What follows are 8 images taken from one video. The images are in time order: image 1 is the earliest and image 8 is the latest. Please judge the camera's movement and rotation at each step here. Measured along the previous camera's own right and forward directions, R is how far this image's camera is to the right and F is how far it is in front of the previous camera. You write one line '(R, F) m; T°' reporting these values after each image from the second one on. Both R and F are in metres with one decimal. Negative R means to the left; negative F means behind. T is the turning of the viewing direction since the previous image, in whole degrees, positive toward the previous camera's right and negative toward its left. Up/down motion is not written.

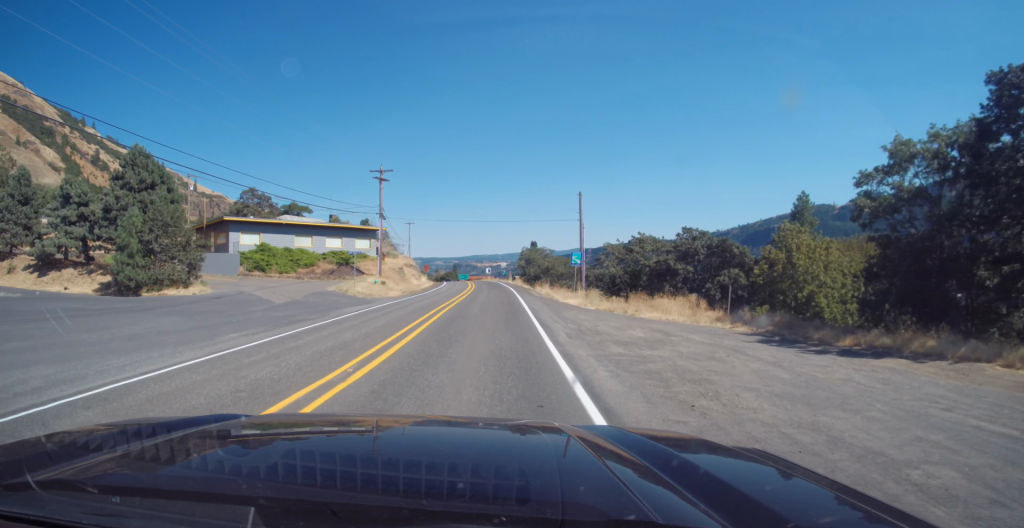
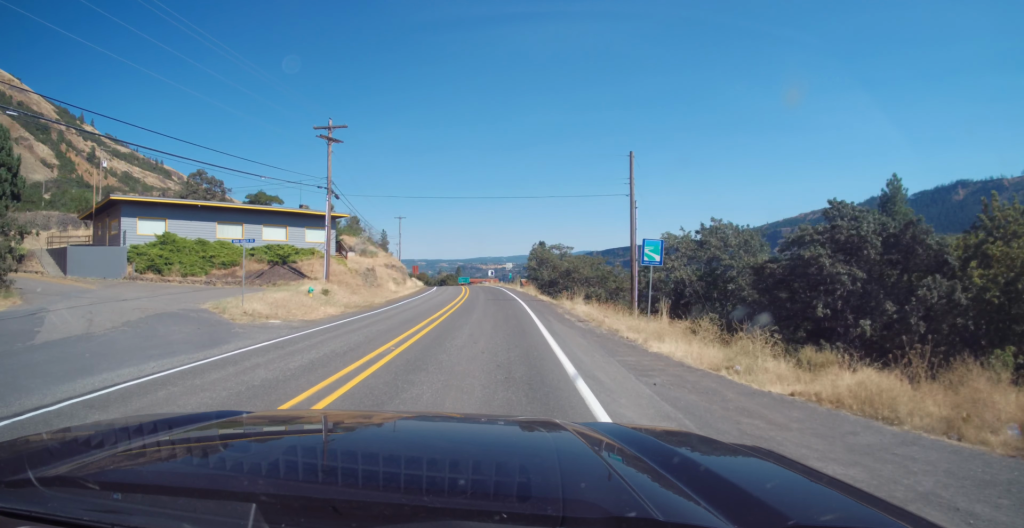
(-0.3, +20.9) m; -1°
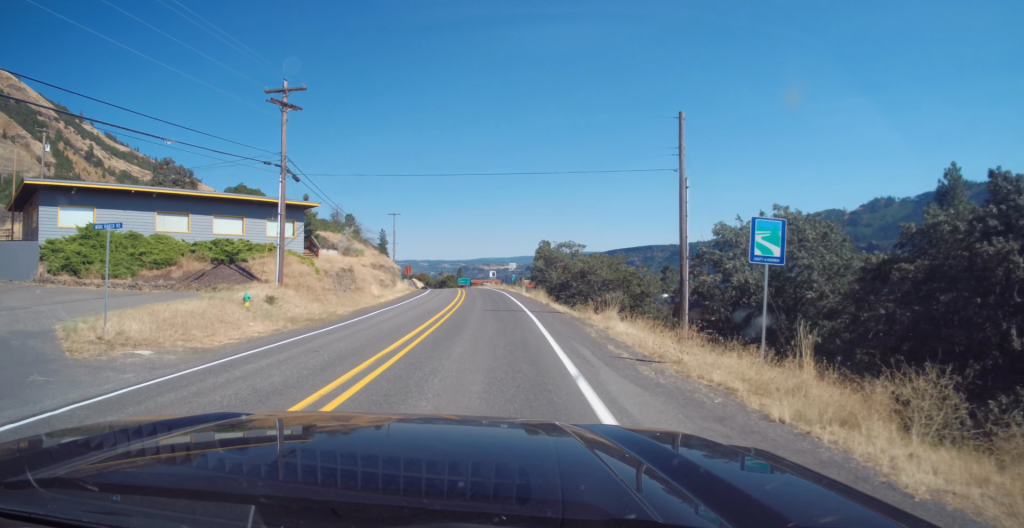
(+0.1, +9.6) m; 0°
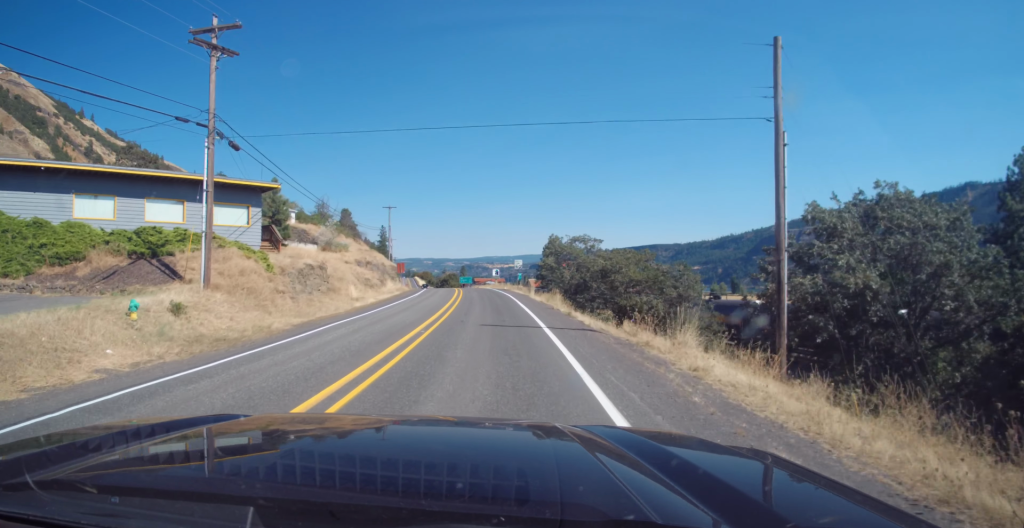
(0.0, +9.3) m; -1°
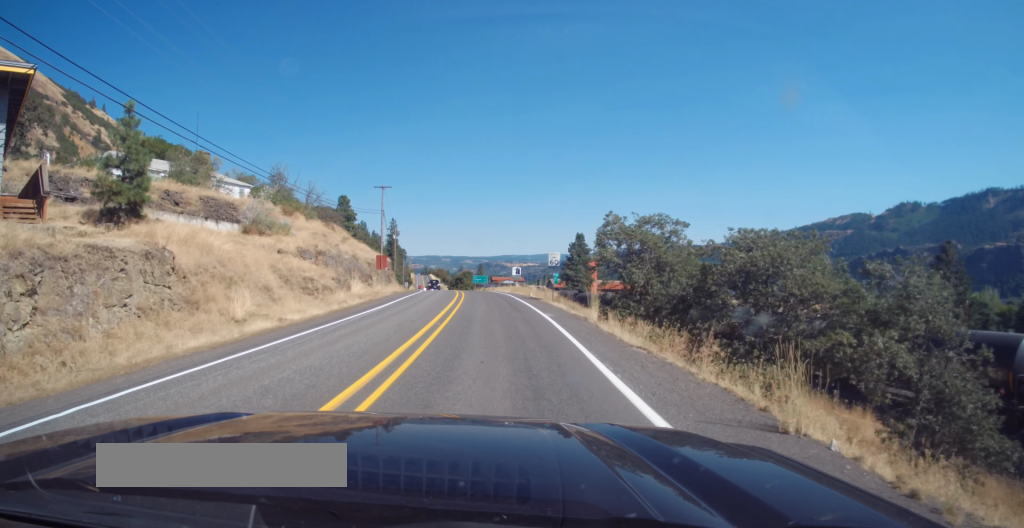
(-0.3, +22.8) m; -1°
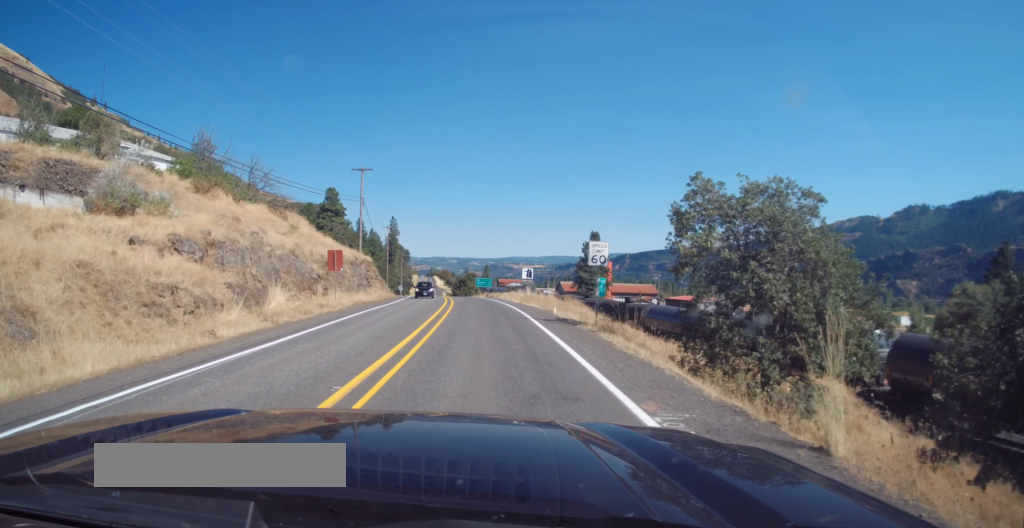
(0.0, +16.9) m; -1°
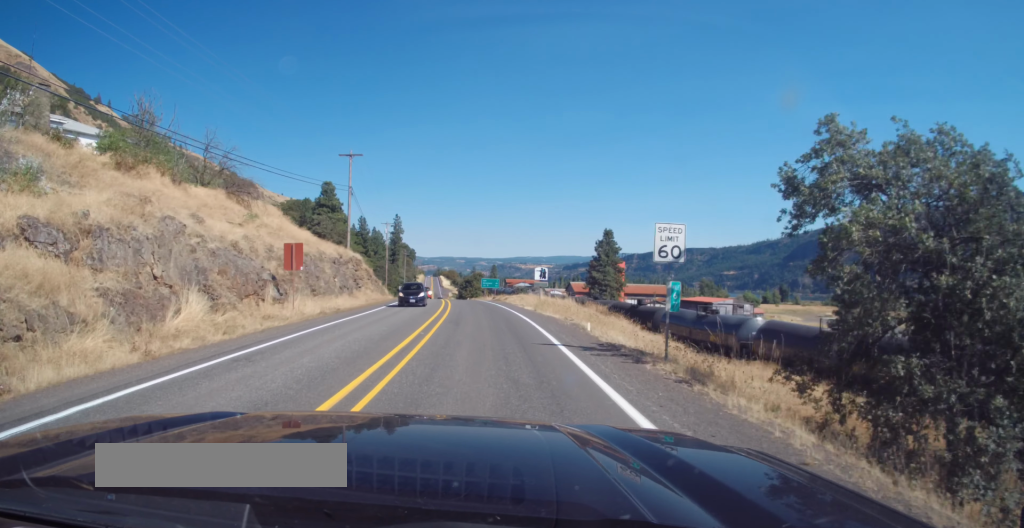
(+0.2, +8.9) m; -1°
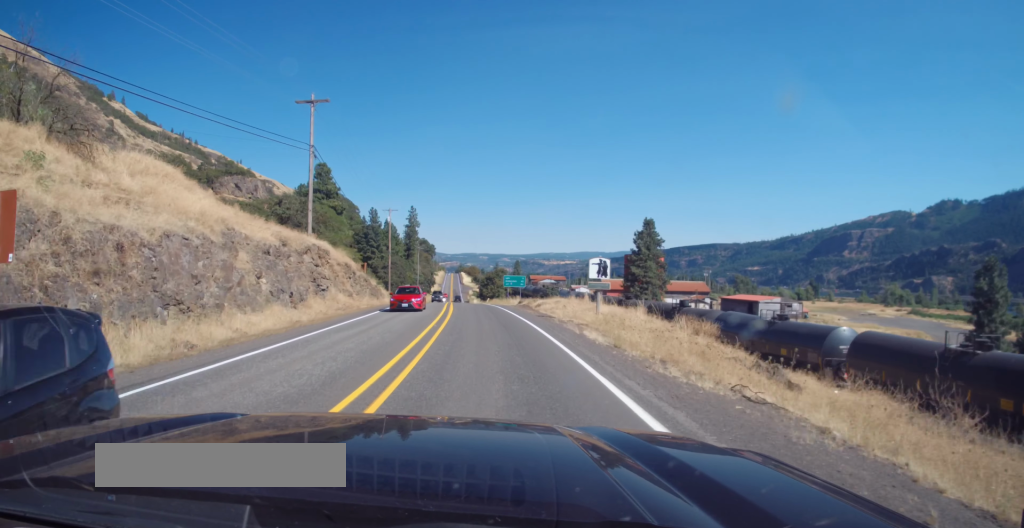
(-0.4, +19.1) m; -2°
